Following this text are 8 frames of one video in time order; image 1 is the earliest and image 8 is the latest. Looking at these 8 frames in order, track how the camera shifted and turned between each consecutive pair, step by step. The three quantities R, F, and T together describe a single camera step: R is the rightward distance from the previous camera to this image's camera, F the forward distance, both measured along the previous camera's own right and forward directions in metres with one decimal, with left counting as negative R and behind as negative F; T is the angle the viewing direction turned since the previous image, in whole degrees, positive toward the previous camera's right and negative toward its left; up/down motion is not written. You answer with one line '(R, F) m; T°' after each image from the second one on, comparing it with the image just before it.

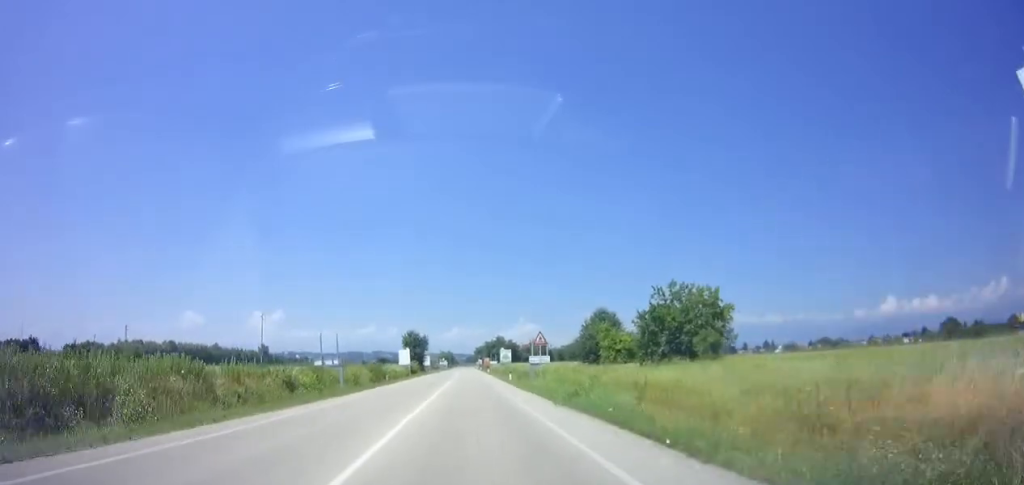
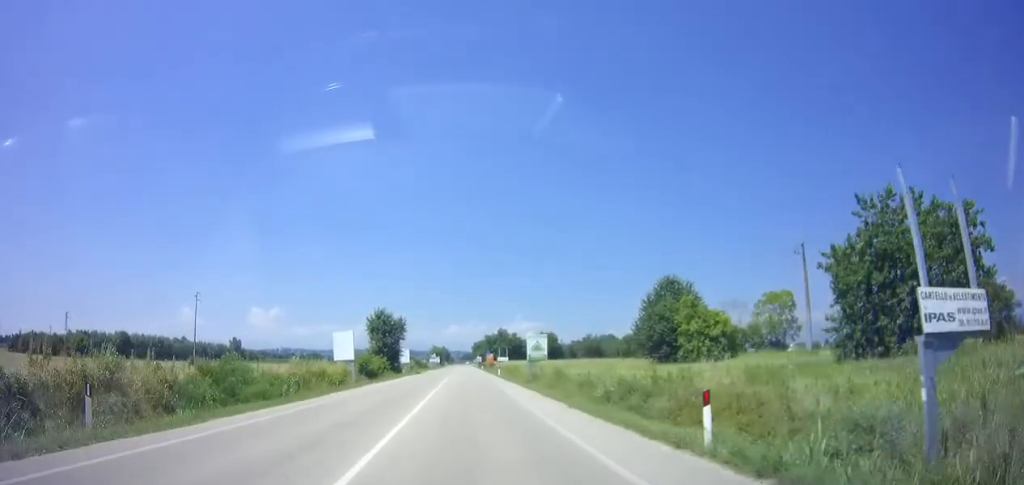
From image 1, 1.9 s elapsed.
(+0.1, +36.1) m; +1°
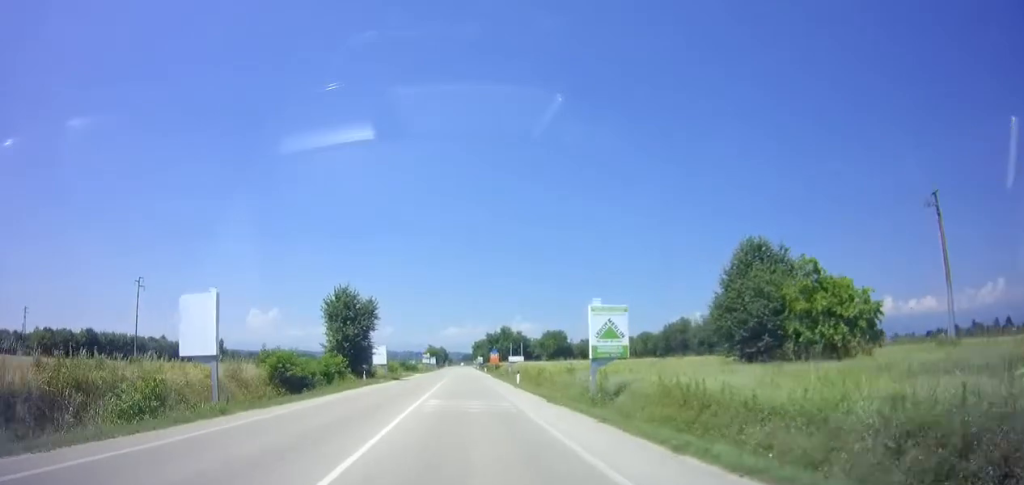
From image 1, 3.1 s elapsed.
(0.0, +21.4) m; 0°
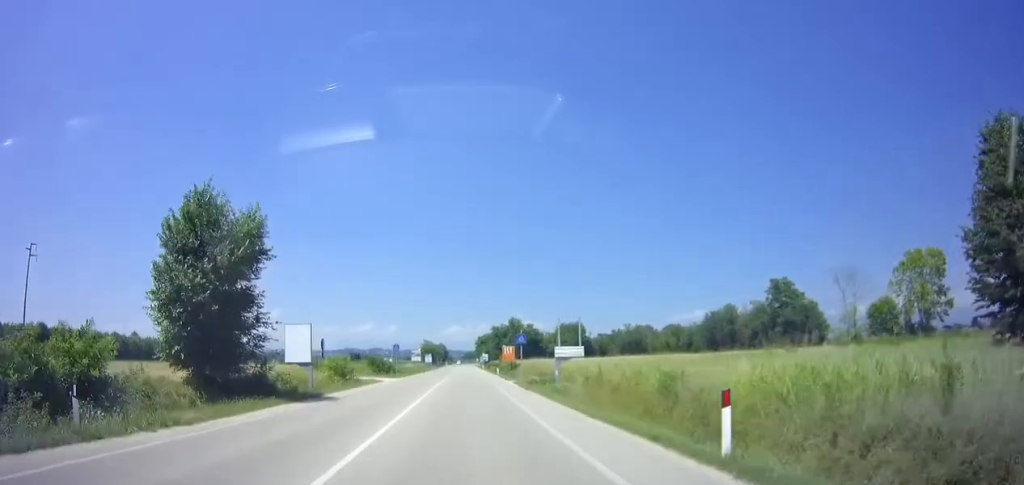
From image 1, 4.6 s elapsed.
(+0.2, +28.6) m; +1°
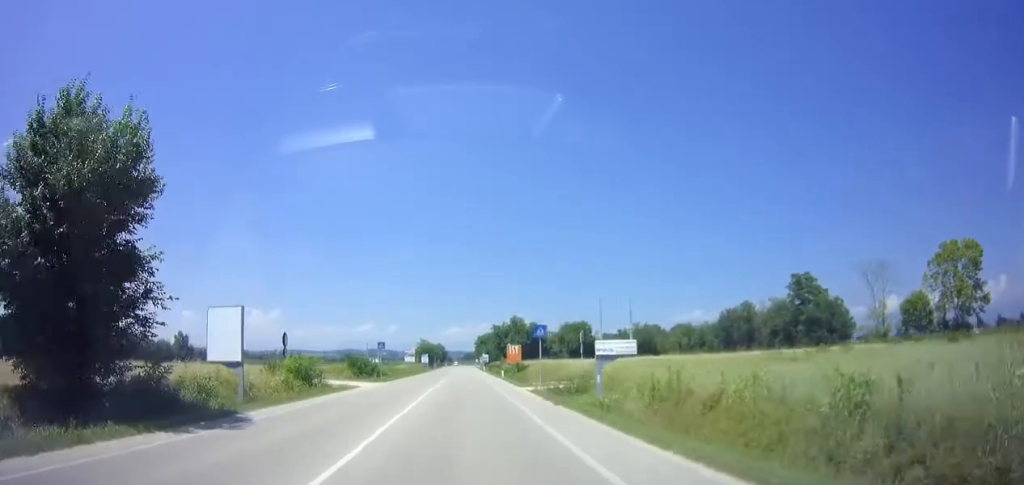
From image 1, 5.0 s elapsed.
(+0.1, +8.9) m; 0°
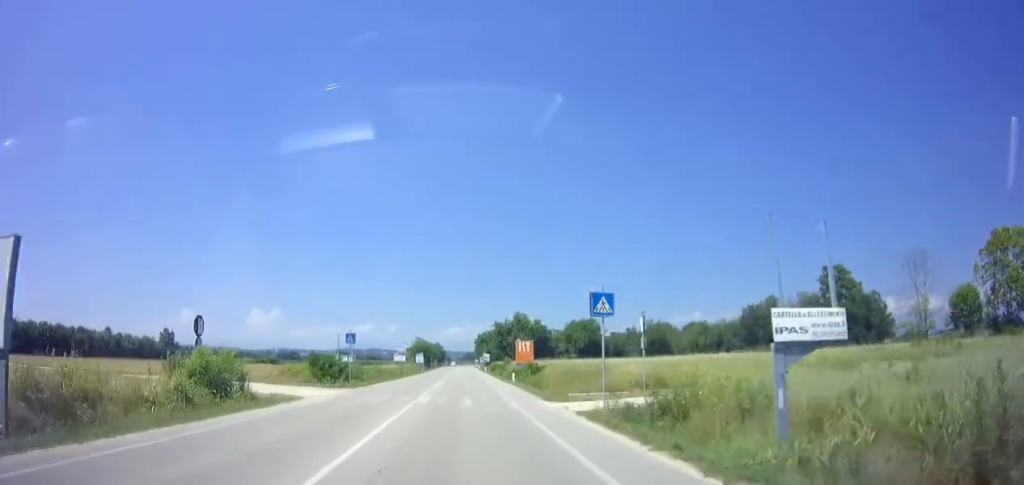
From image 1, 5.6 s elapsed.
(0.0, +11.5) m; 0°
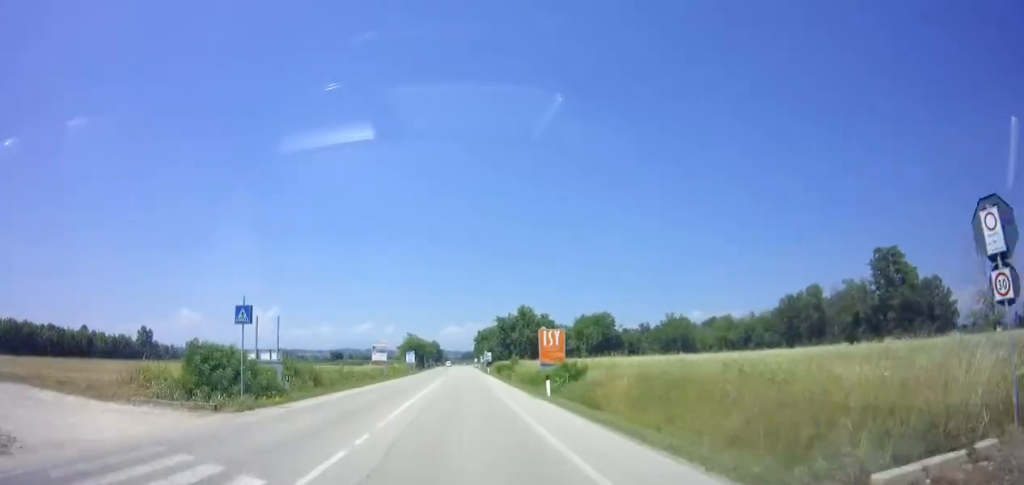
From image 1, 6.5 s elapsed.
(-0.2, +15.9) m; -1°
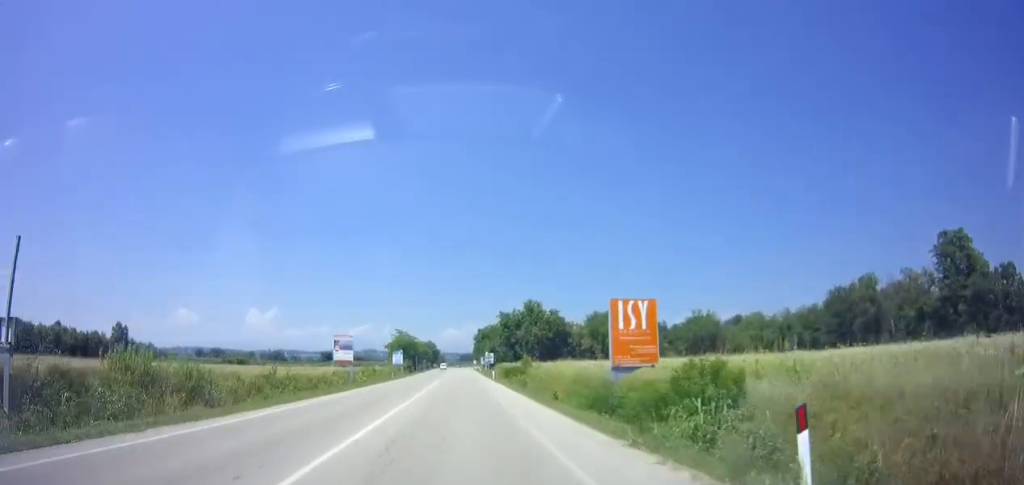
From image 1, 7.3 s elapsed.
(0.0, +16.6) m; 0°
